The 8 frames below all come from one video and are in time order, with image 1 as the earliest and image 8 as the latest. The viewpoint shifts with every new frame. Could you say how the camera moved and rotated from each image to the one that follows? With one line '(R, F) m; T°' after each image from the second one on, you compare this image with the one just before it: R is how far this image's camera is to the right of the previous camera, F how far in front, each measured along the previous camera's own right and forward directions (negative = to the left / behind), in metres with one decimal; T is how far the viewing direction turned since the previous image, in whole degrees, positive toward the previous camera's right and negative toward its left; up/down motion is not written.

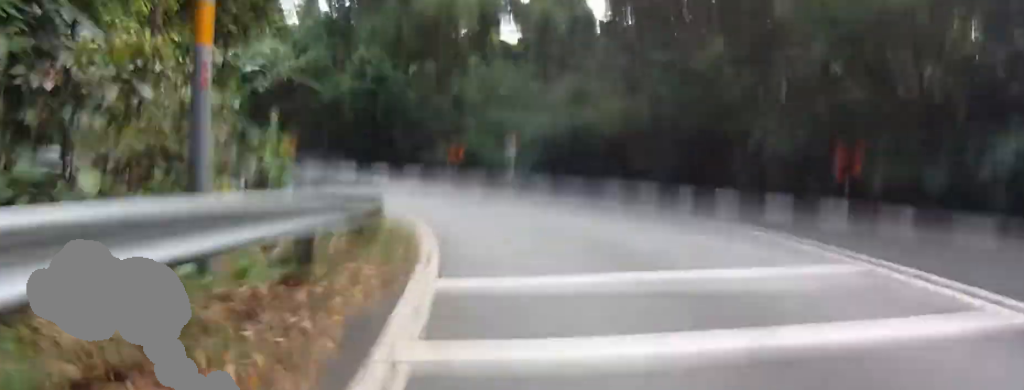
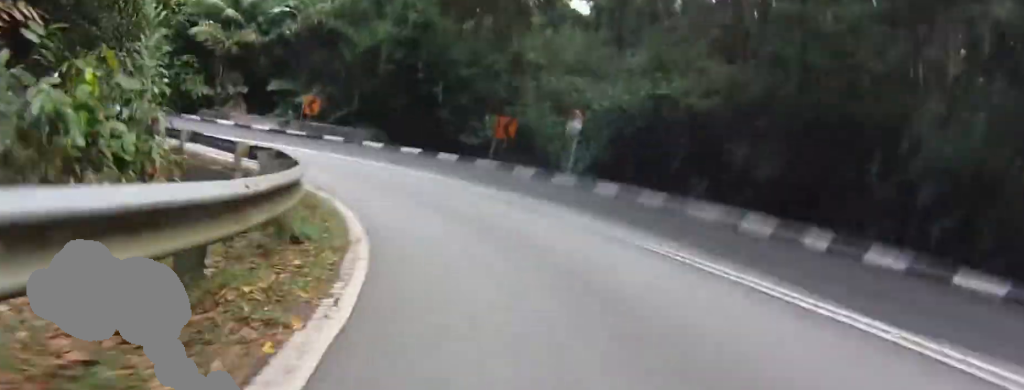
(+0.7, +5.9) m; -5°
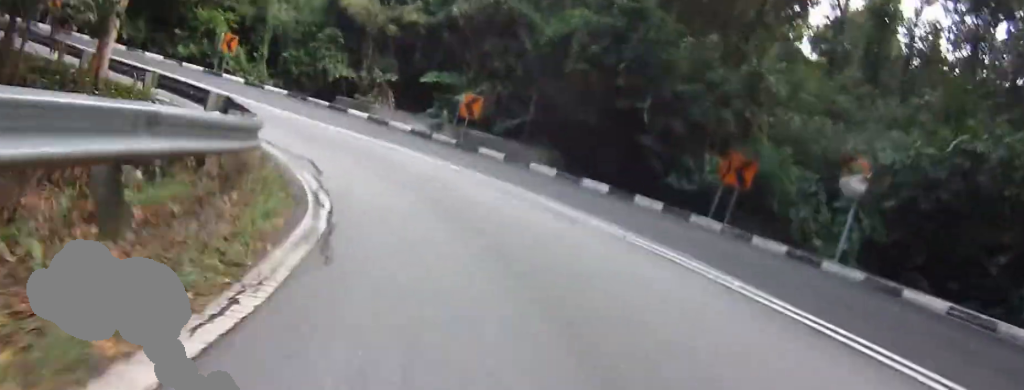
(-1.4, +9.6) m; -17°
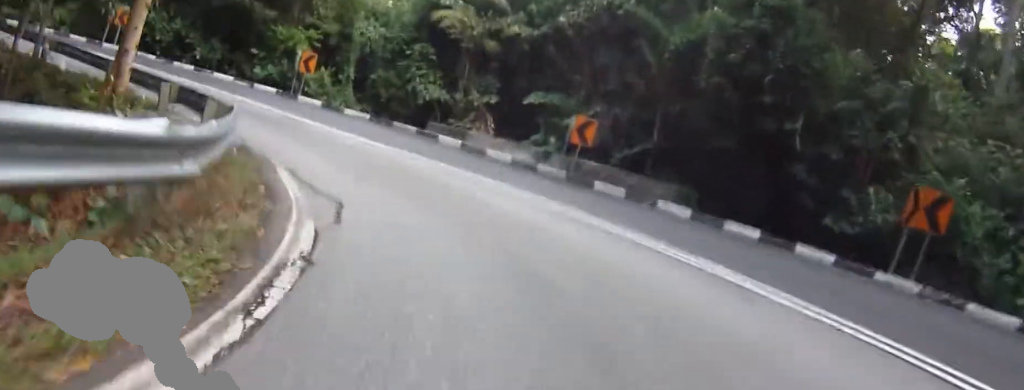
(-0.4, +5.3) m; -5°
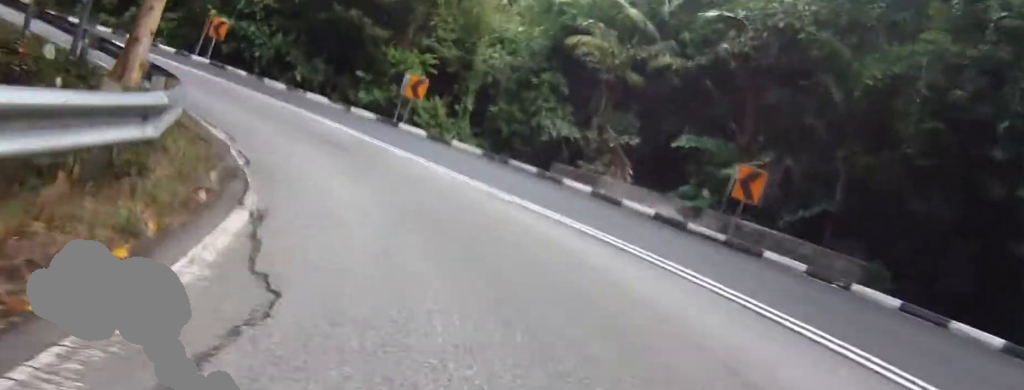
(-0.4, +6.5) m; -3°
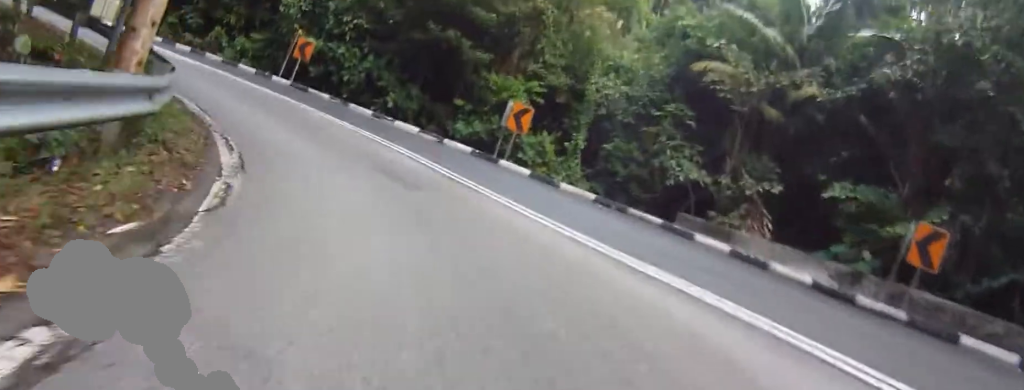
(0.0, +4.8) m; 0°
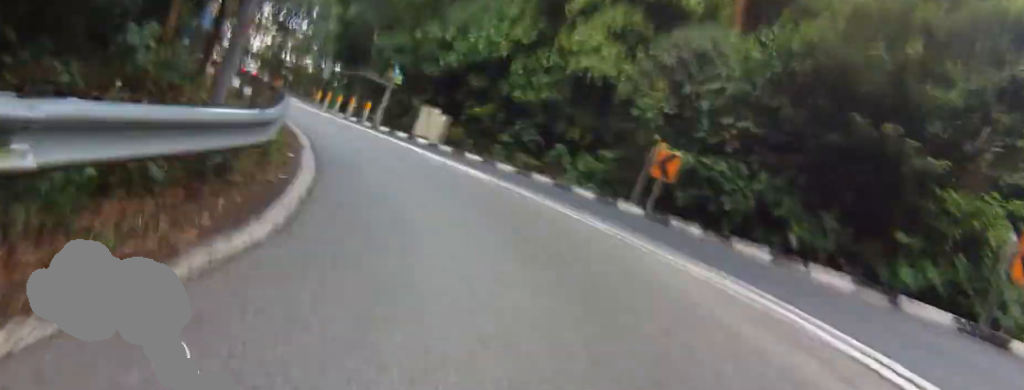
(0.0, +13.8) m; +3°
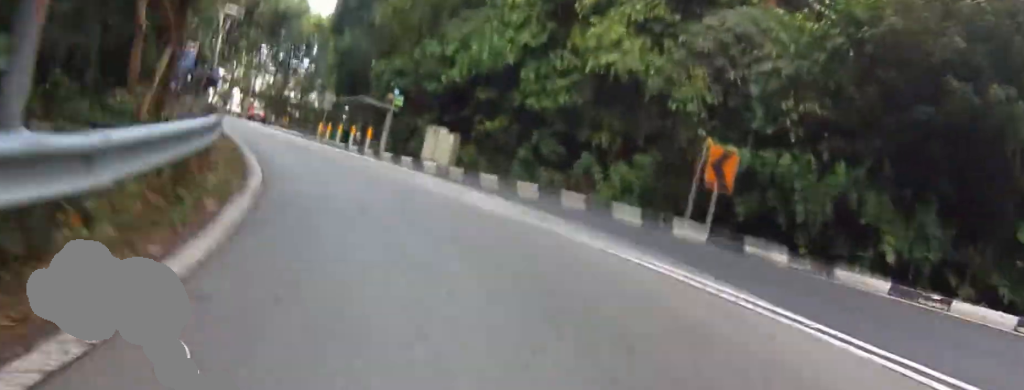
(-0.2, +5.3) m; +3°
